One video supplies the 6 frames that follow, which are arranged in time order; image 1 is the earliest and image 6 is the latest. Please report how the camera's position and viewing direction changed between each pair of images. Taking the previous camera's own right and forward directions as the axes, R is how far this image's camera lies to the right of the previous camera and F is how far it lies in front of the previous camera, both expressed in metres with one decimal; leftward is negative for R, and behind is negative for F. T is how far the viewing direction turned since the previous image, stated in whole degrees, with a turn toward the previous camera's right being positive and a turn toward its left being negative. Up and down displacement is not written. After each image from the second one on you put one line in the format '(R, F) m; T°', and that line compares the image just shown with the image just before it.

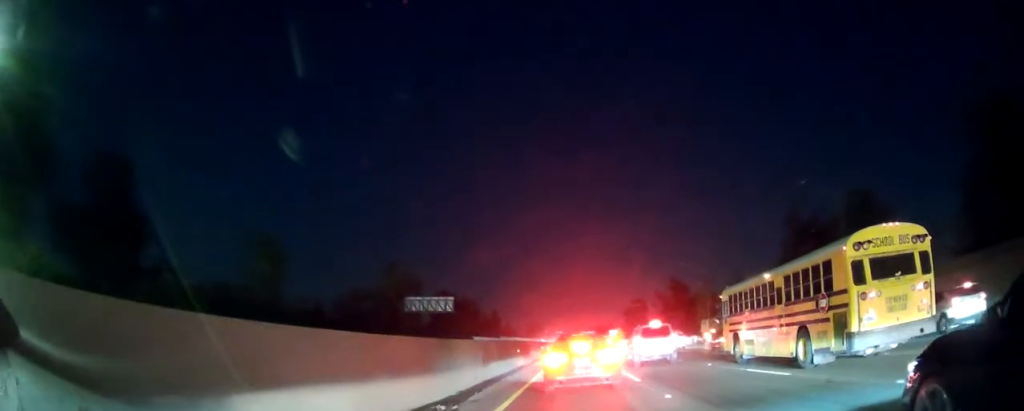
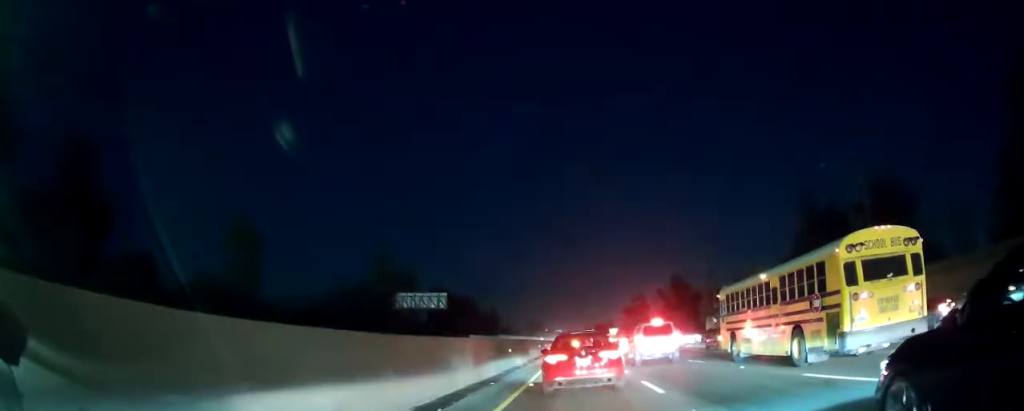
(0.0, +4.8) m; 0°
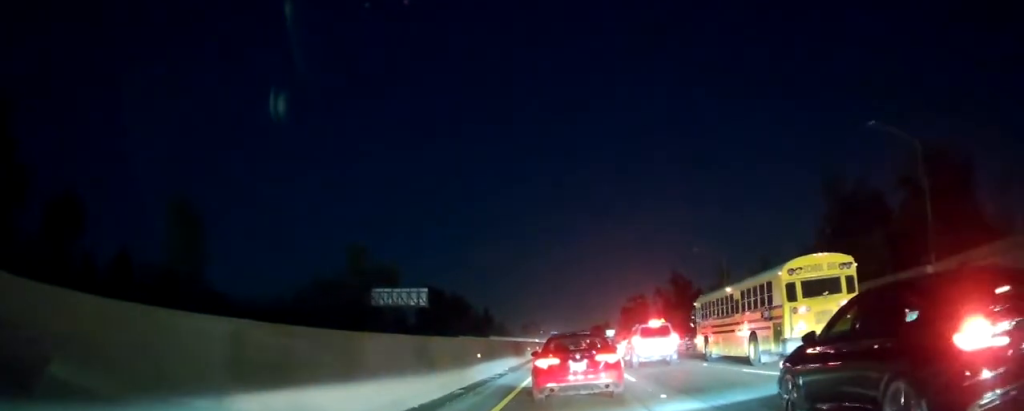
(0.0, +11.6) m; 0°
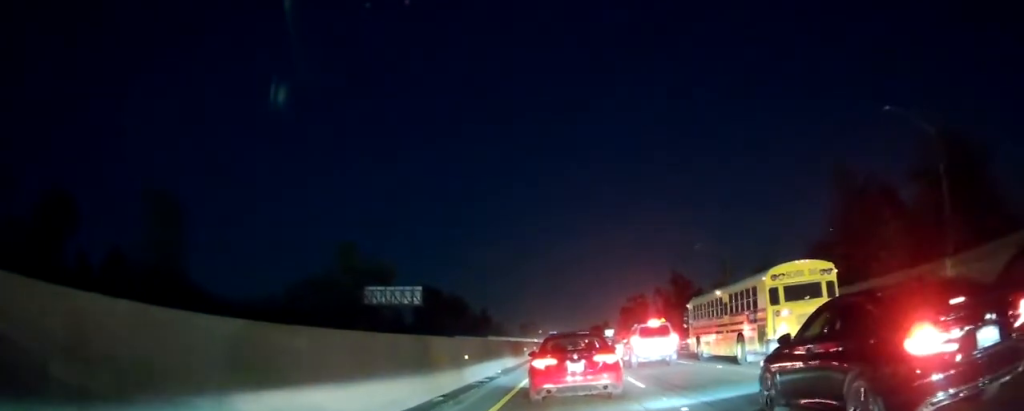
(0.0, +2.9) m; 0°
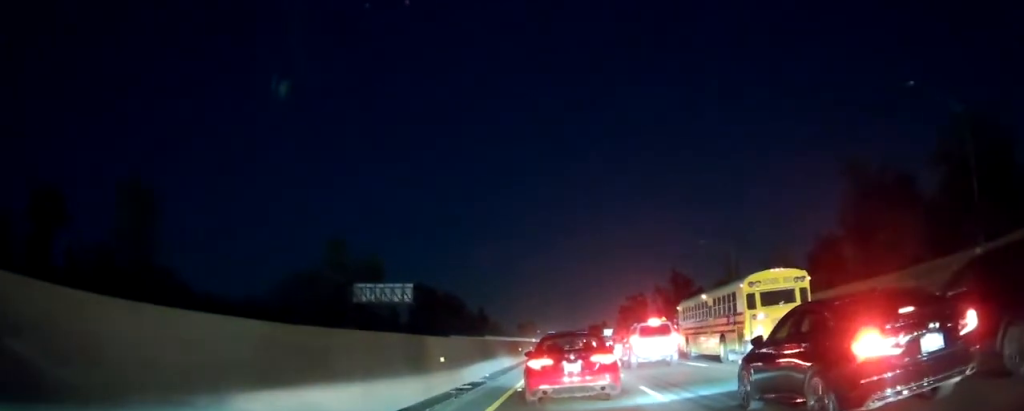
(0.0, +3.8) m; 0°
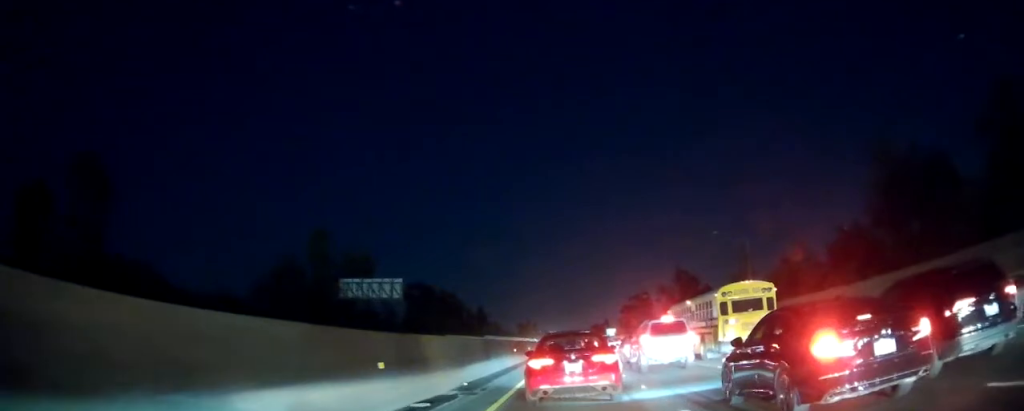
(0.0, +5.9) m; 0°
